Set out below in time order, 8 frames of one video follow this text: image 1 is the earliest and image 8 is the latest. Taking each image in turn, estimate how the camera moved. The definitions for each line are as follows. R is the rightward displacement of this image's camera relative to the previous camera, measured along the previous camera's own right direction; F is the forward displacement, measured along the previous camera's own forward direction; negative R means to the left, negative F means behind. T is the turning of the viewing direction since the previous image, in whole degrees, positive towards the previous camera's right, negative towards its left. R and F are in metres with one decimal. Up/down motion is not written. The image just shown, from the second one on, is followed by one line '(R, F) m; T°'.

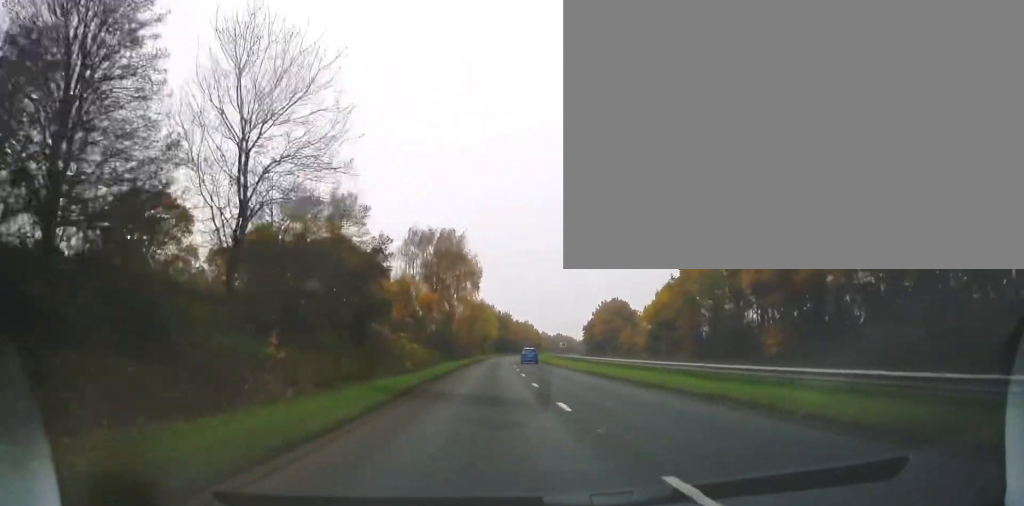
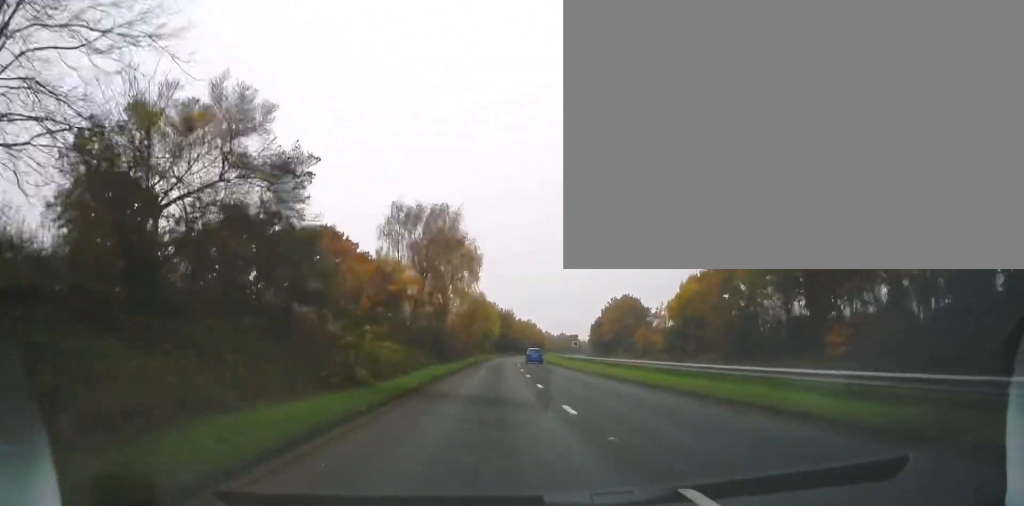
(+0.1, +9.2) m; +1°
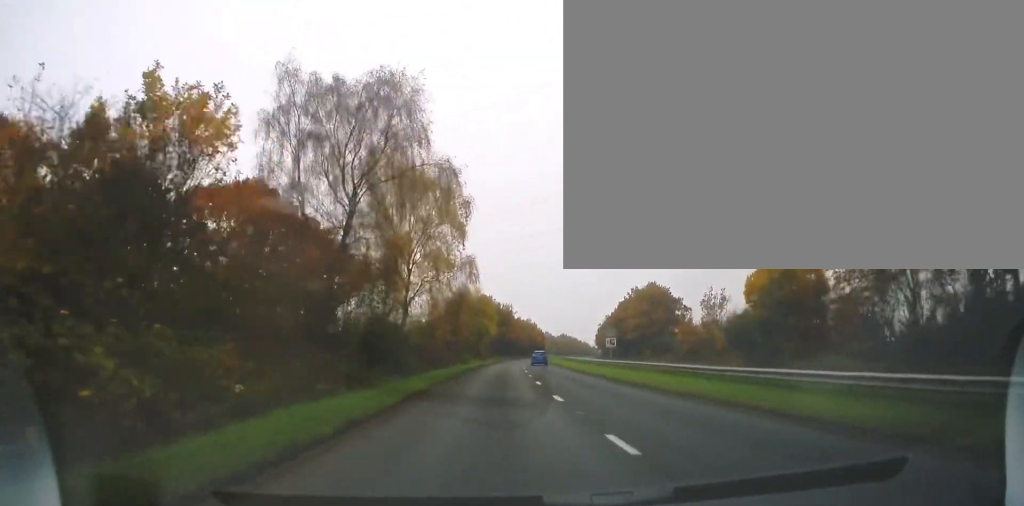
(+0.2, +22.0) m; -1°
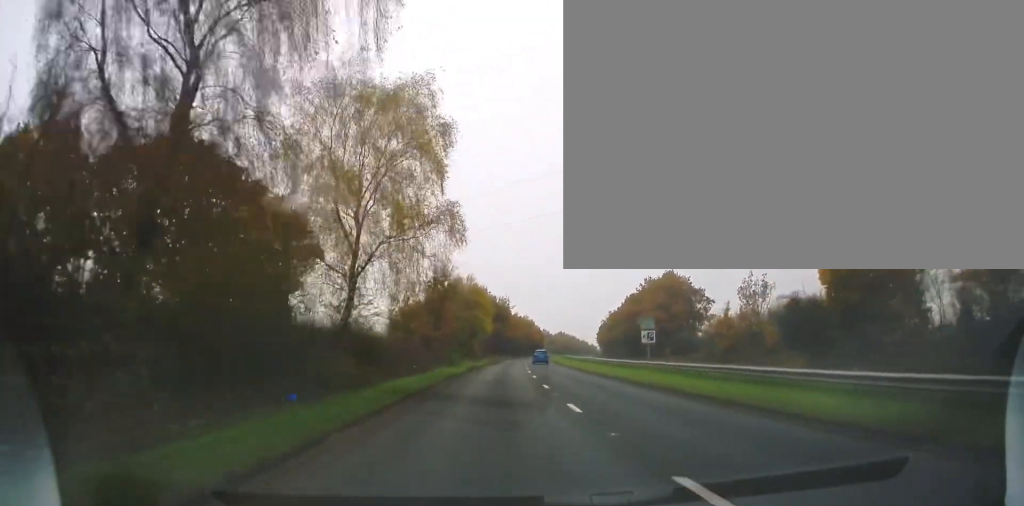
(-0.2, +12.2) m; 0°
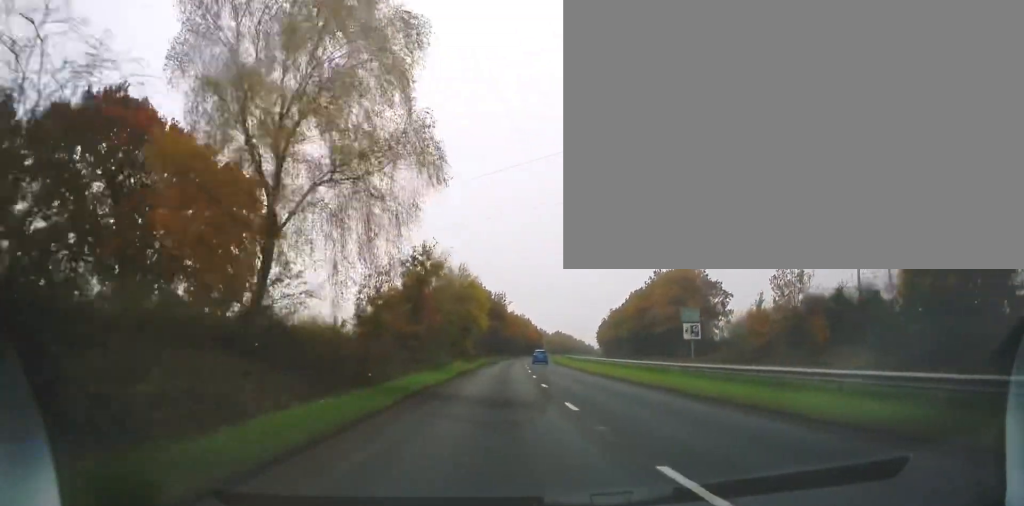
(-0.2, +8.2) m; 0°
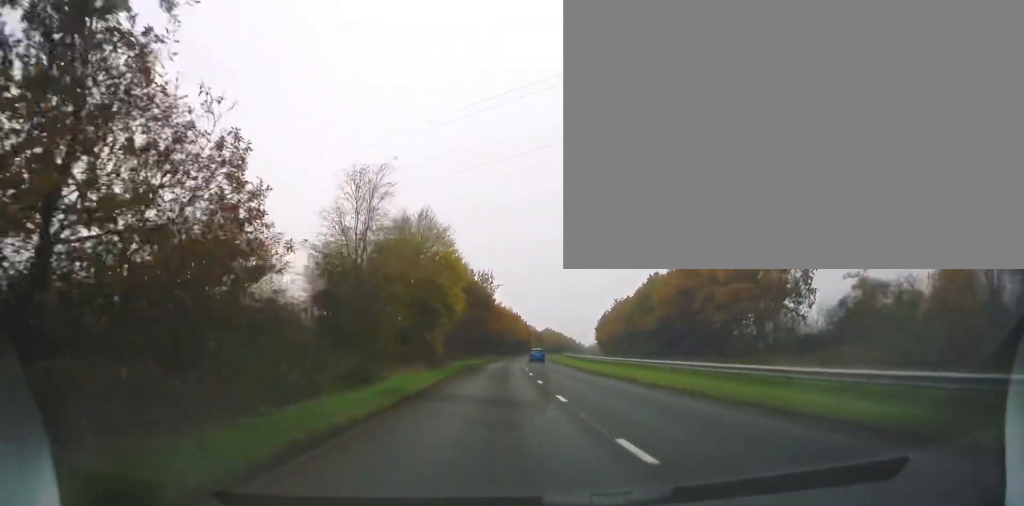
(+0.6, +24.2) m; +3°
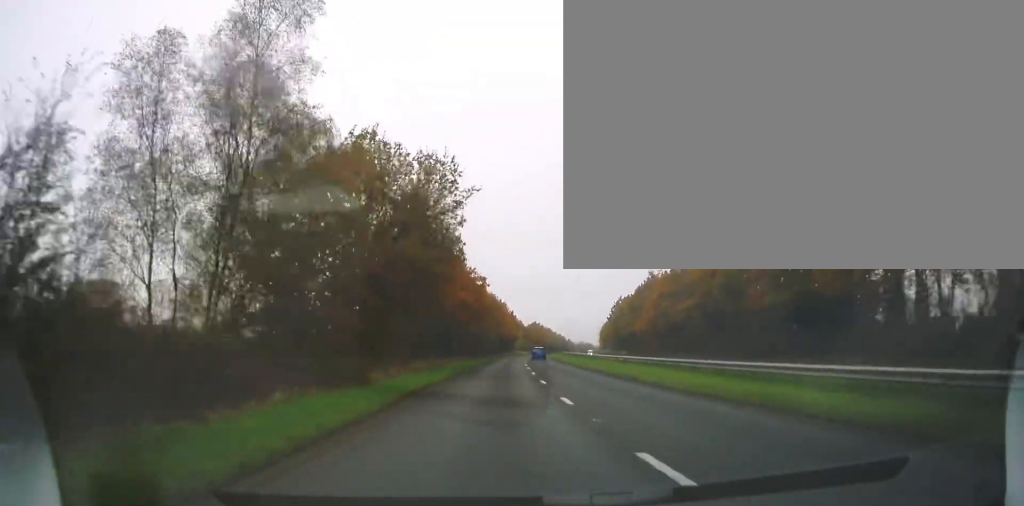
(+0.7, +45.1) m; +1°
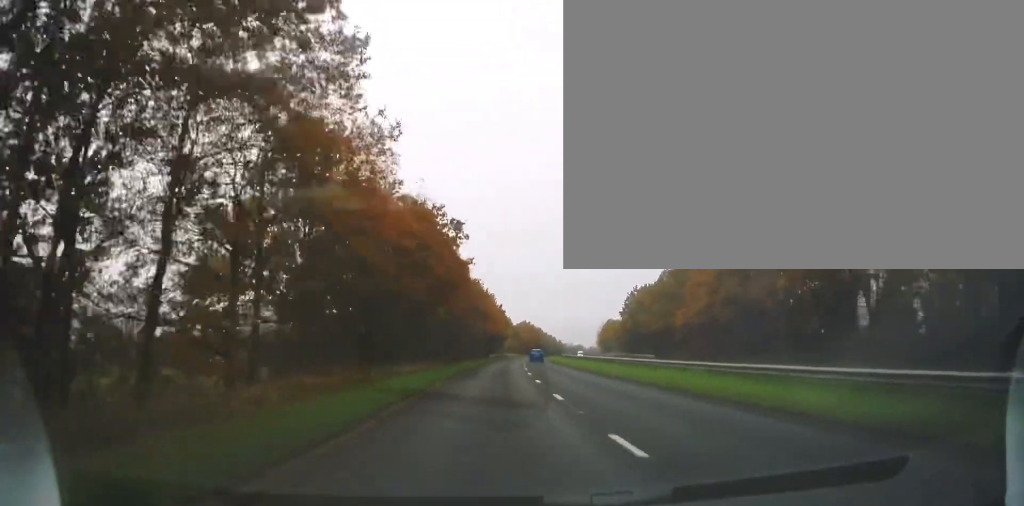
(+0.4, +24.4) m; +2°
